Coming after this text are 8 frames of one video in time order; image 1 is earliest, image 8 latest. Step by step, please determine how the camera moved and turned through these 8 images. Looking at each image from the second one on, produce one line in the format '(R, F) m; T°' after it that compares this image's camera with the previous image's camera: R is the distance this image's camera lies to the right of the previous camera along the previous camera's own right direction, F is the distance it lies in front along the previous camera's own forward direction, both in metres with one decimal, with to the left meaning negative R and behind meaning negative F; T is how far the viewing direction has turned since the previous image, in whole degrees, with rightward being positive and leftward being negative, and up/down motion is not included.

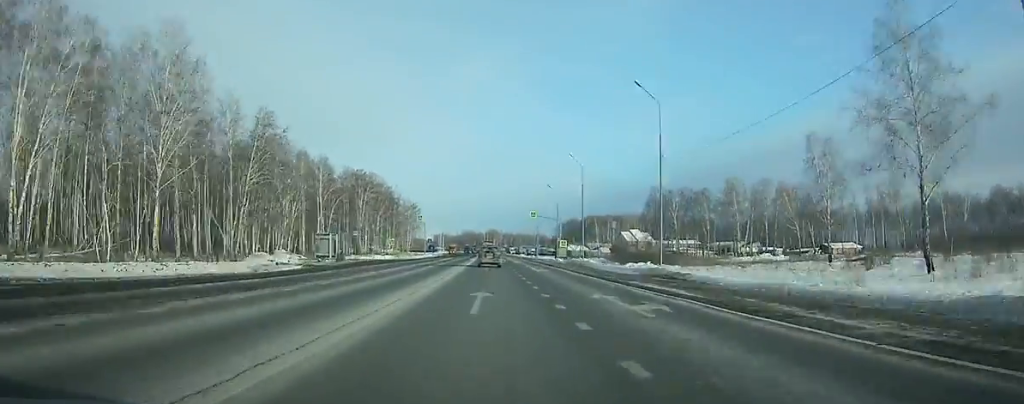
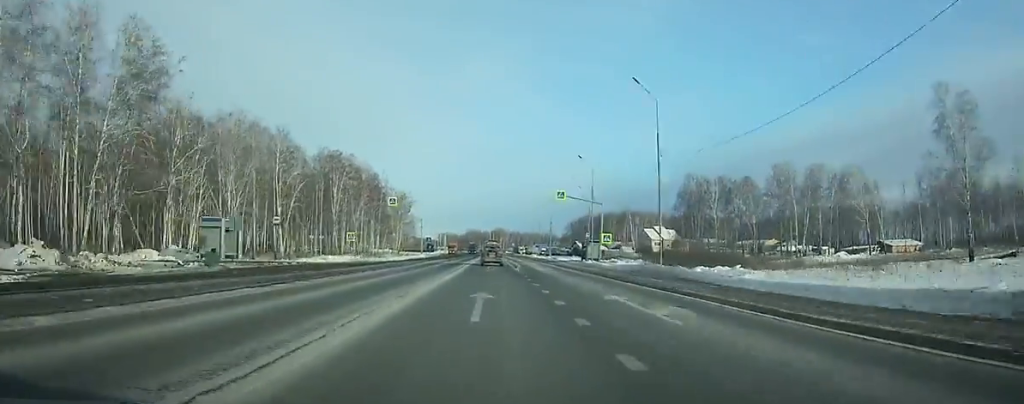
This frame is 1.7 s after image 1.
(-0.2, +32.1) m; 0°
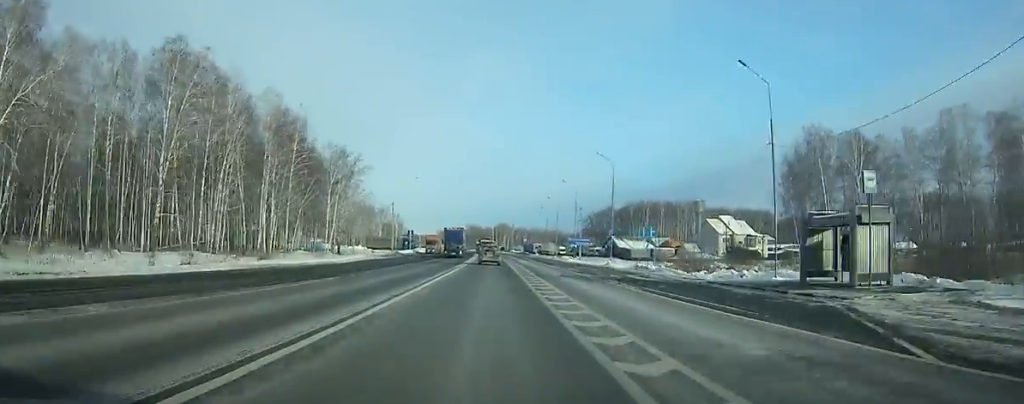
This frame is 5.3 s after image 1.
(-0.4, +69.3) m; -1°
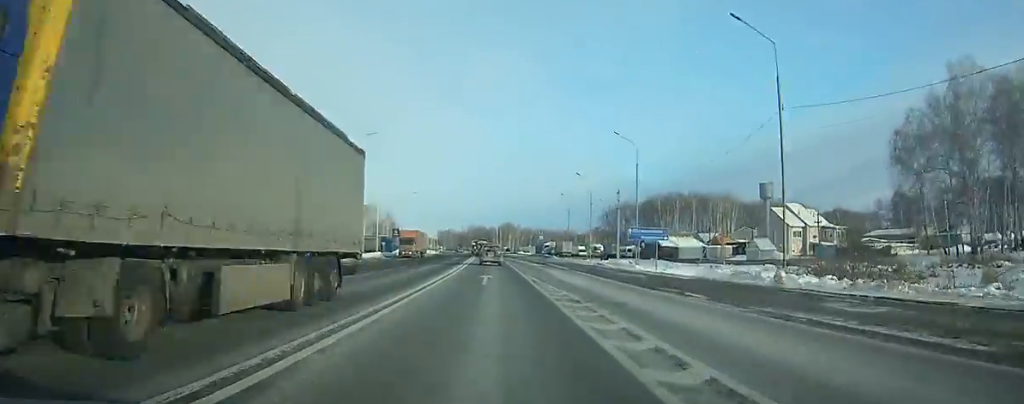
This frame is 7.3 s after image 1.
(-0.1, +39.3) m; 0°
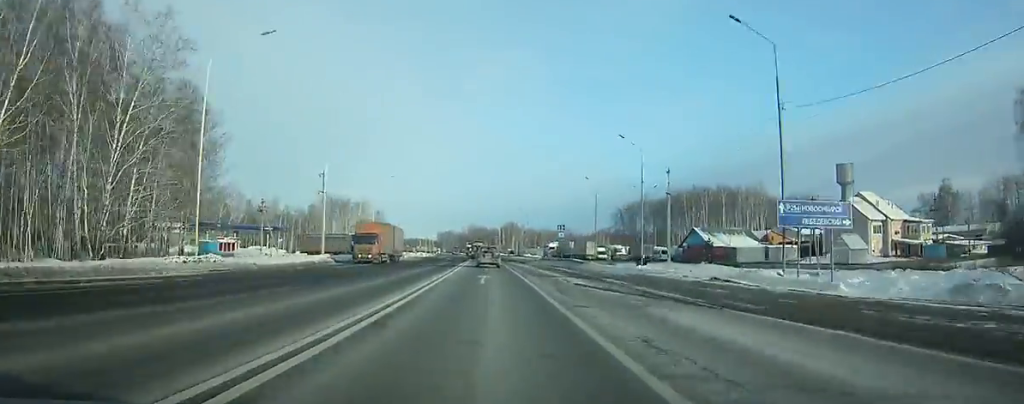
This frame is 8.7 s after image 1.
(-0.1, +27.9) m; -1°
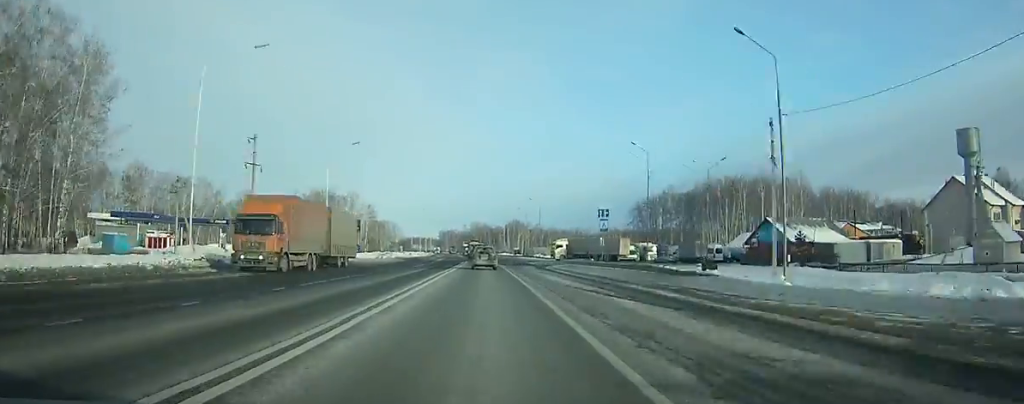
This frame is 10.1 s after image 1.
(0.0, +27.9) m; -1°
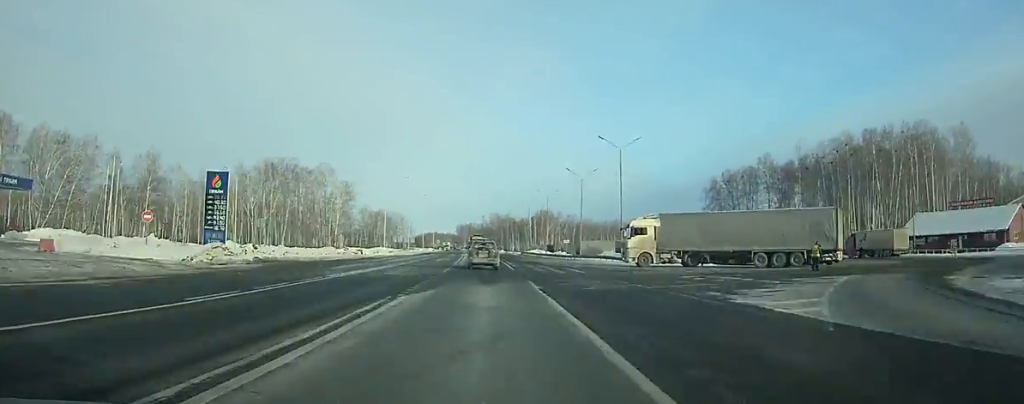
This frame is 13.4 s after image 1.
(-0.9, +65.7) m; -2°
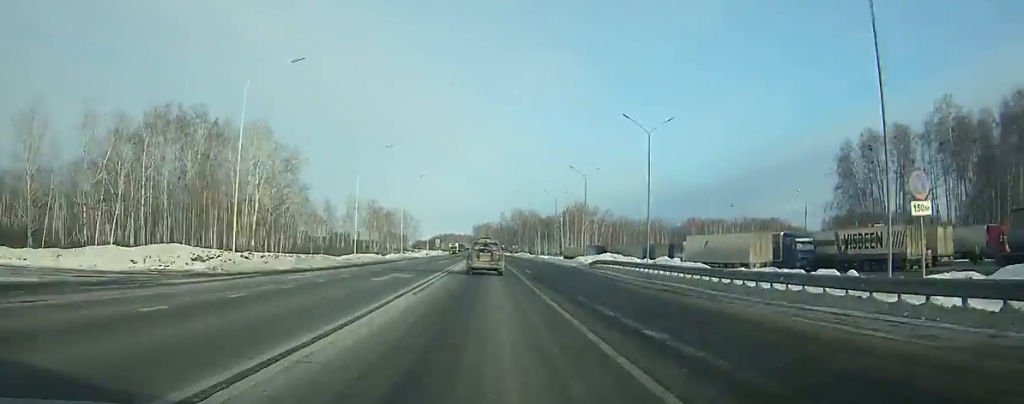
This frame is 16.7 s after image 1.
(-0.9, +64.9) m; -2°
